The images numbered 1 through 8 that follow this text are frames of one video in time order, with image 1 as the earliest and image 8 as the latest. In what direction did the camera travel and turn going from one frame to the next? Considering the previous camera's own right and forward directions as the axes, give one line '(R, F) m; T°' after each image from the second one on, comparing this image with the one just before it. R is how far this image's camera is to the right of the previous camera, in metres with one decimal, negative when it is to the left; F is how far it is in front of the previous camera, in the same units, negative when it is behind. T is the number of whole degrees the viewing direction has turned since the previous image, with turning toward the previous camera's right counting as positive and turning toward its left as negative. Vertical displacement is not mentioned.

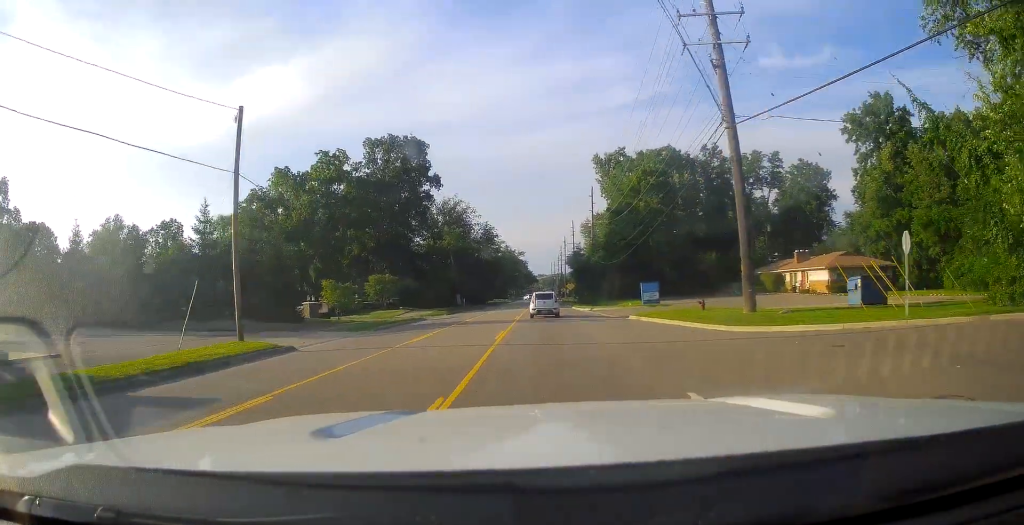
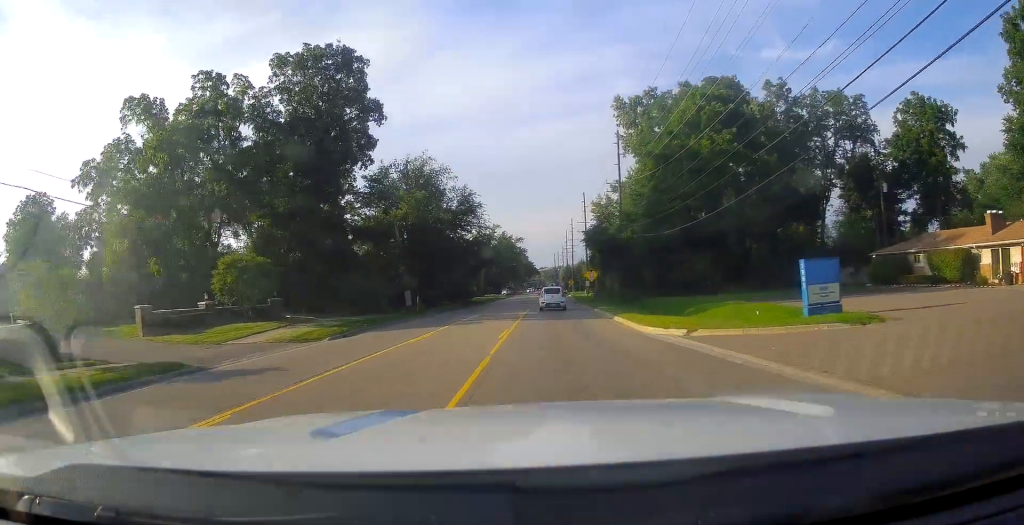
(+0.5, +31.5) m; 0°
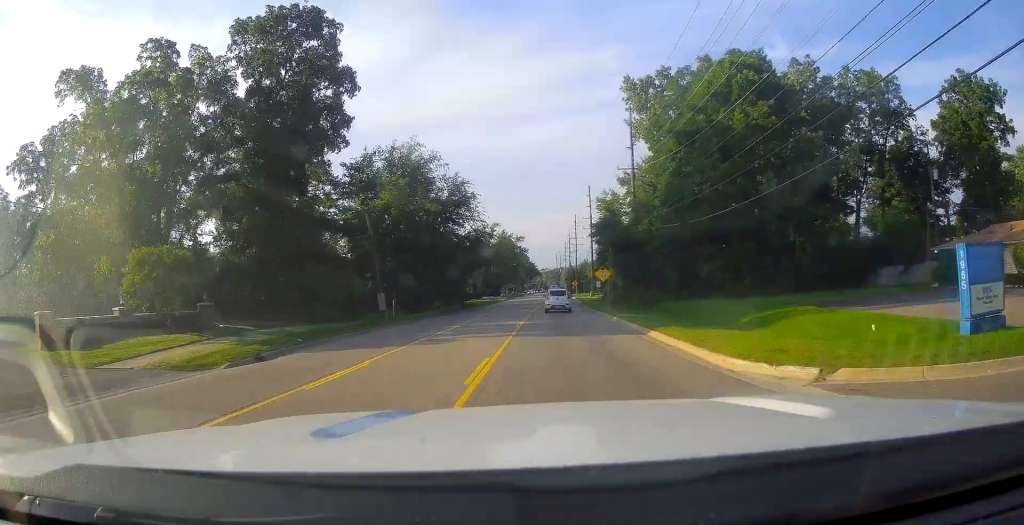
(0.0, +8.6) m; -1°
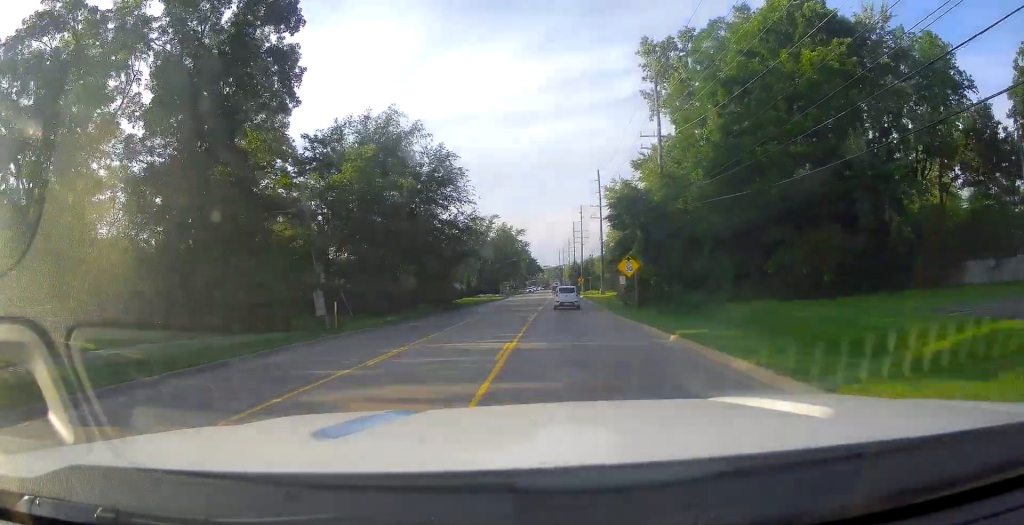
(-0.6, +12.0) m; 0°
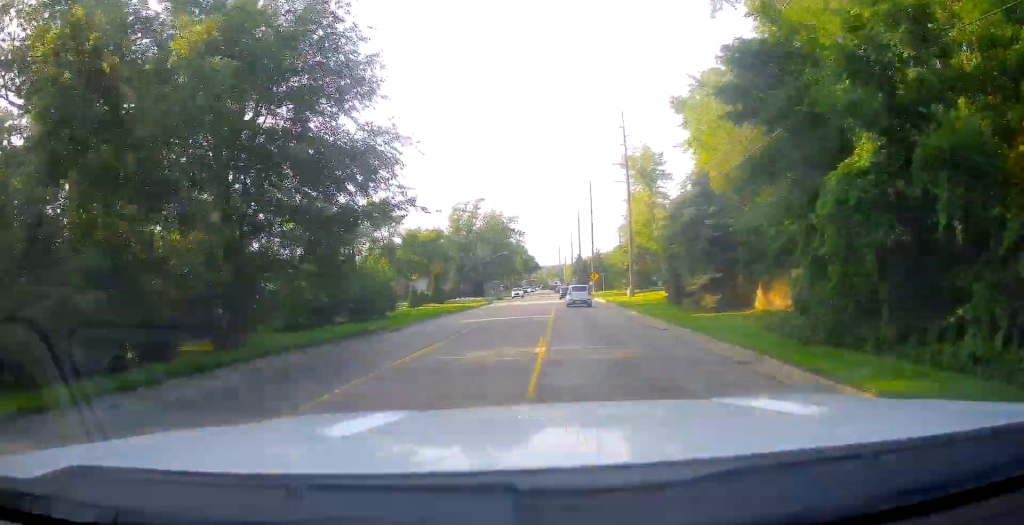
(+0.2, +29.3) m; 0°
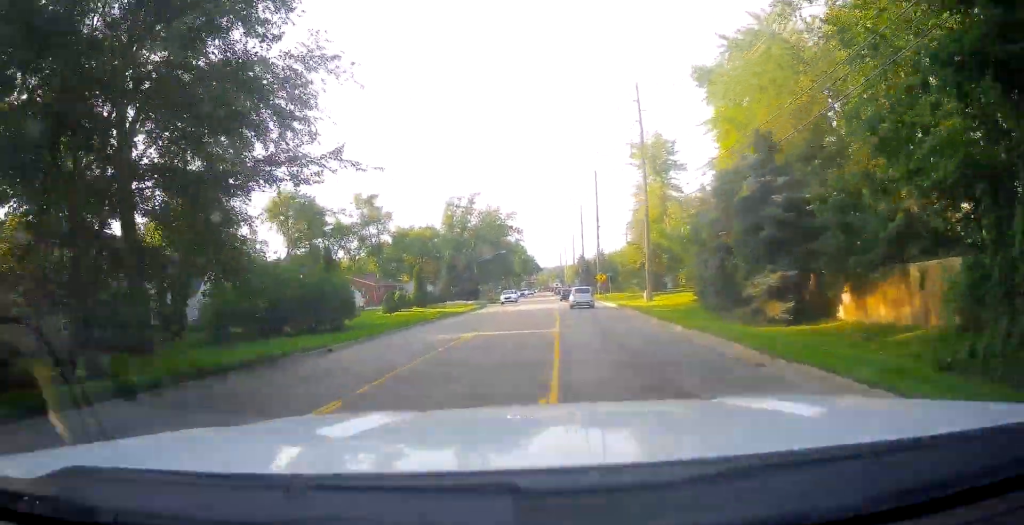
(0.0, +9.2) m; +1°
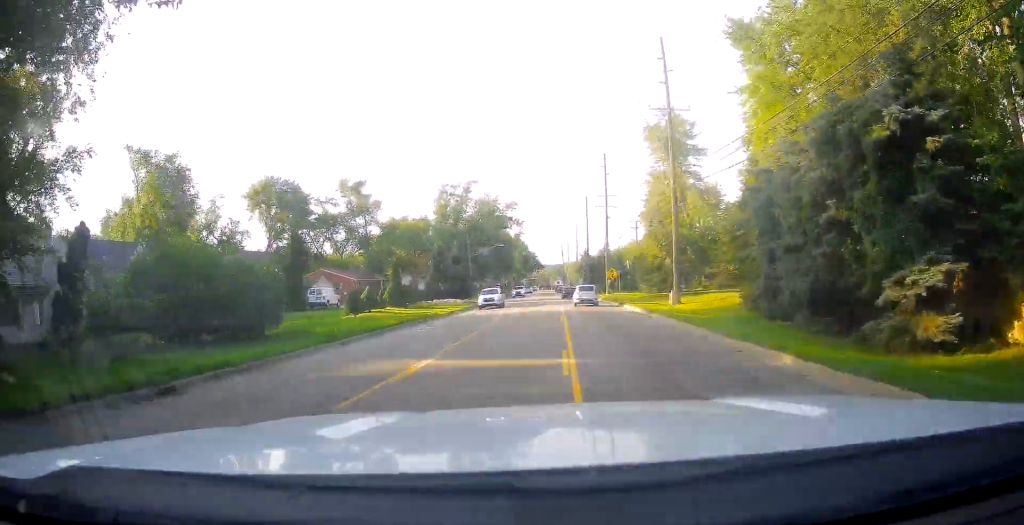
(+0.4, +9.8) m; +2°
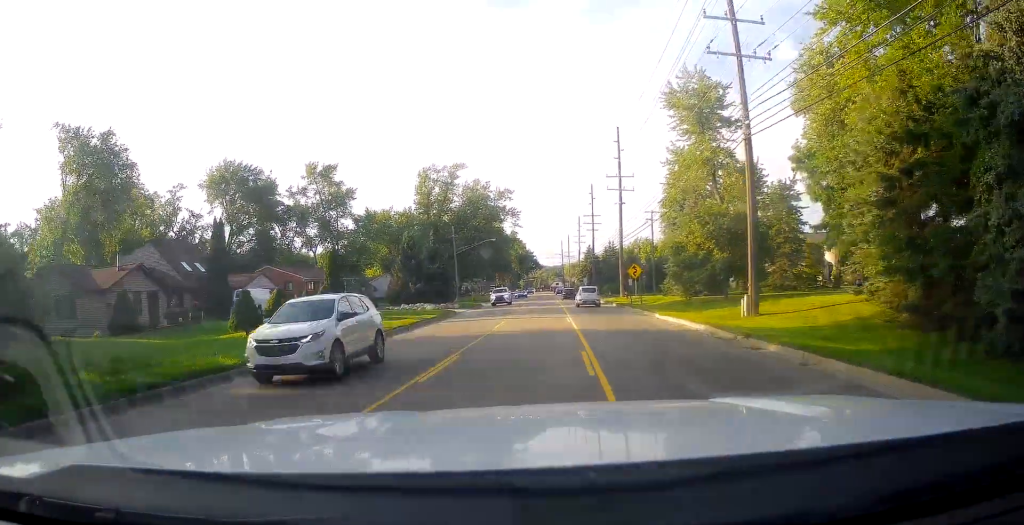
(+0.1, +15.1) m; -1°
